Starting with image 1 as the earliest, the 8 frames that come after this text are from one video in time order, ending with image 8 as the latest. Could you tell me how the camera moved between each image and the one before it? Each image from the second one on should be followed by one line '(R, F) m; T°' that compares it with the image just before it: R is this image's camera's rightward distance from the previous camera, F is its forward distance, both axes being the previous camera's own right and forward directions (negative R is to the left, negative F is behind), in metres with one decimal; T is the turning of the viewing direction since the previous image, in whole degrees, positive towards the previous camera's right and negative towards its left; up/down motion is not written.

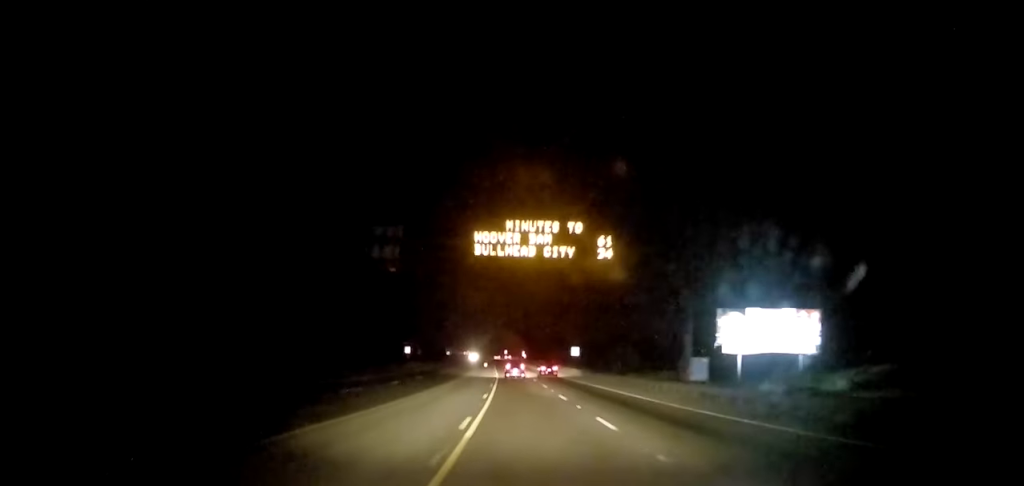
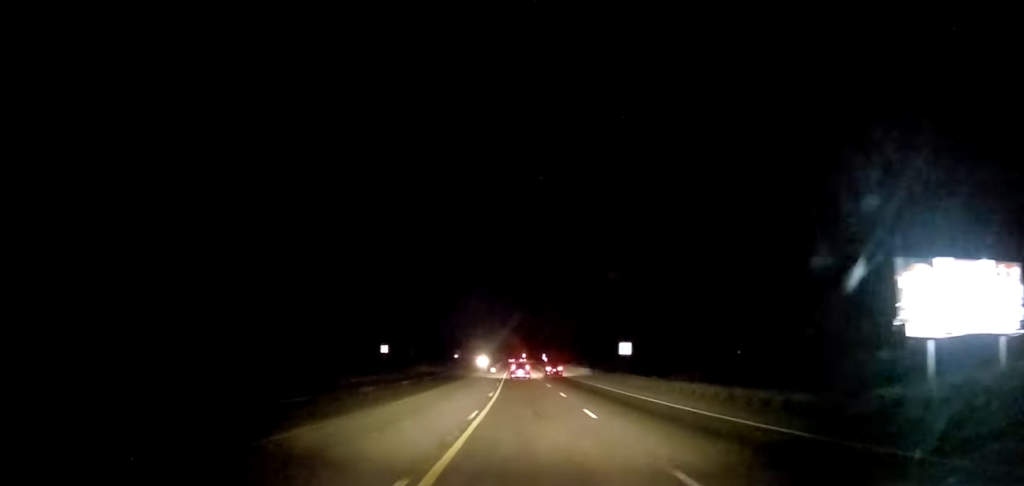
(-1.1, +32.4) m; -3°
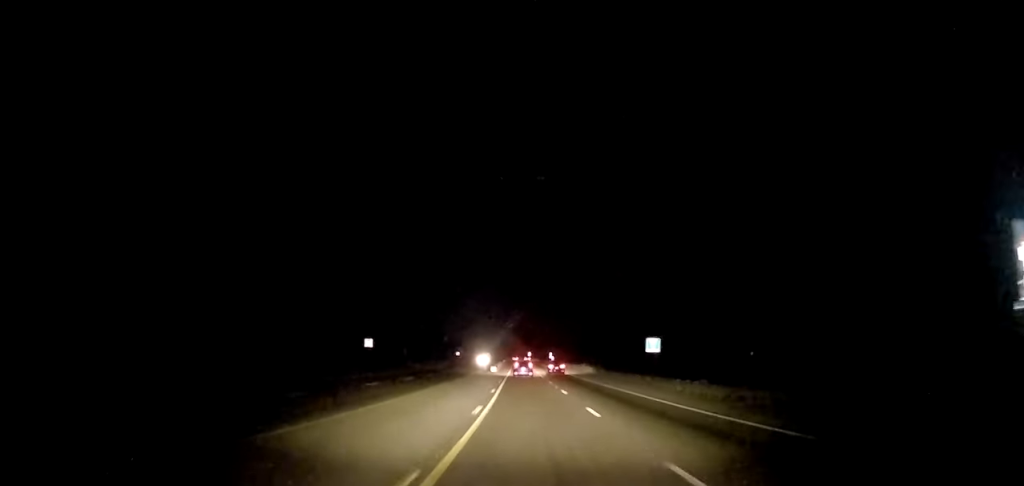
(0.0, +11.3) m; +1°
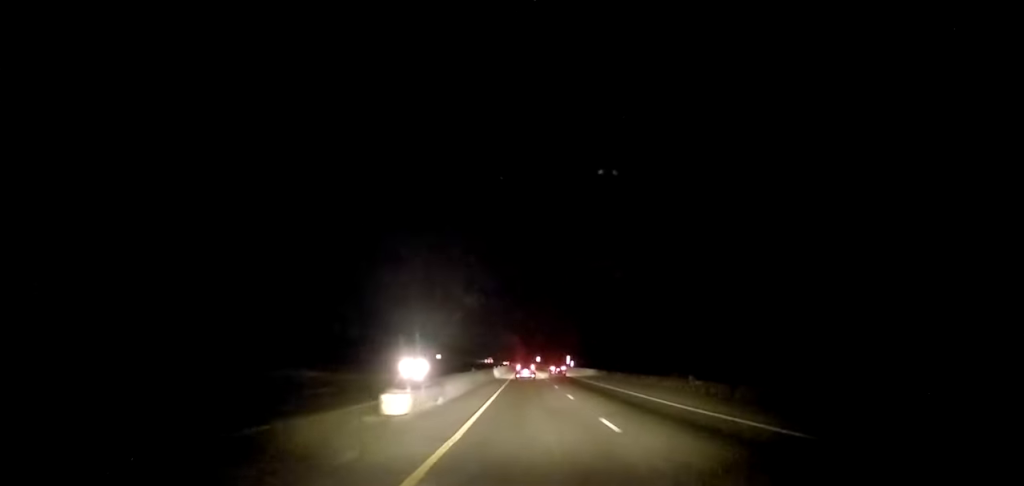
(-0.5, +54.2) m; -2°
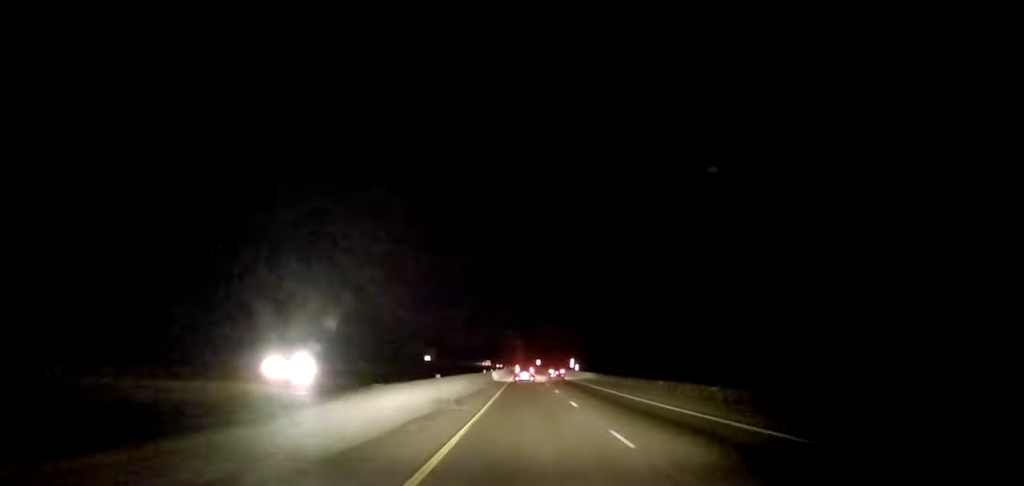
(+0.3, +14.4) m; 0°
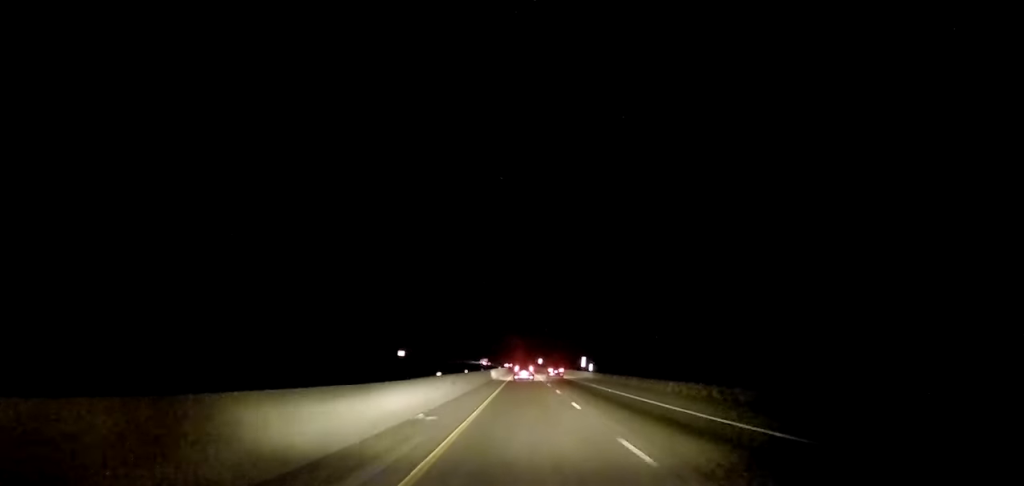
(0.0, +25.8) m; 0°
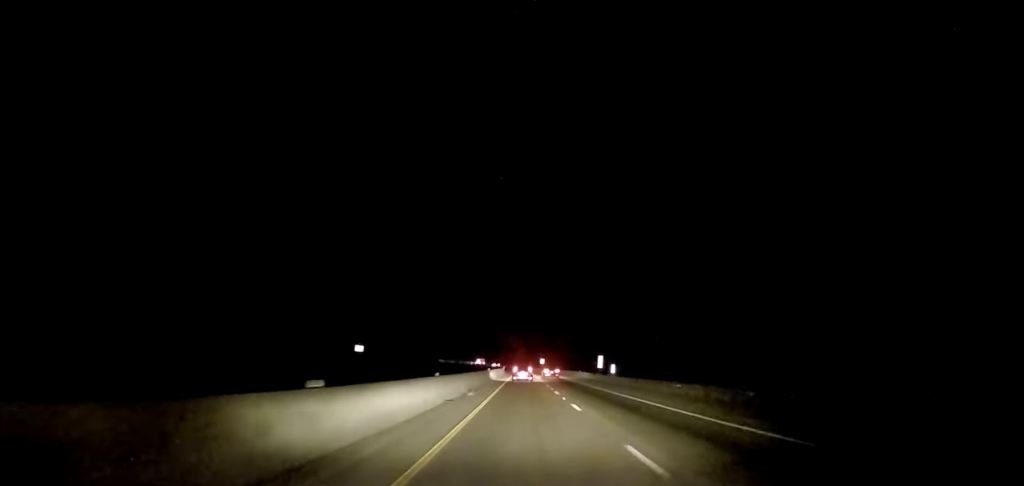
(+0.1, +25.2) m; +1°
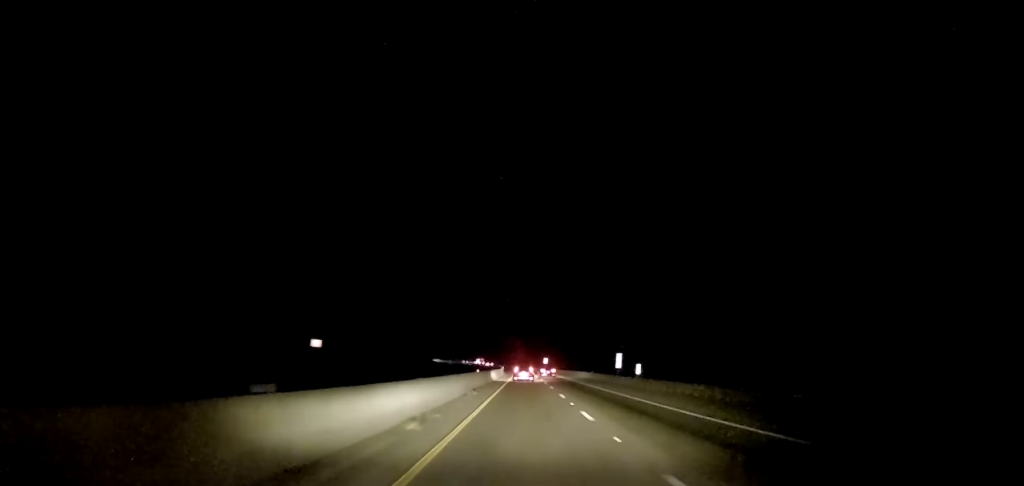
(+0.2, +15.5) m; +1°
